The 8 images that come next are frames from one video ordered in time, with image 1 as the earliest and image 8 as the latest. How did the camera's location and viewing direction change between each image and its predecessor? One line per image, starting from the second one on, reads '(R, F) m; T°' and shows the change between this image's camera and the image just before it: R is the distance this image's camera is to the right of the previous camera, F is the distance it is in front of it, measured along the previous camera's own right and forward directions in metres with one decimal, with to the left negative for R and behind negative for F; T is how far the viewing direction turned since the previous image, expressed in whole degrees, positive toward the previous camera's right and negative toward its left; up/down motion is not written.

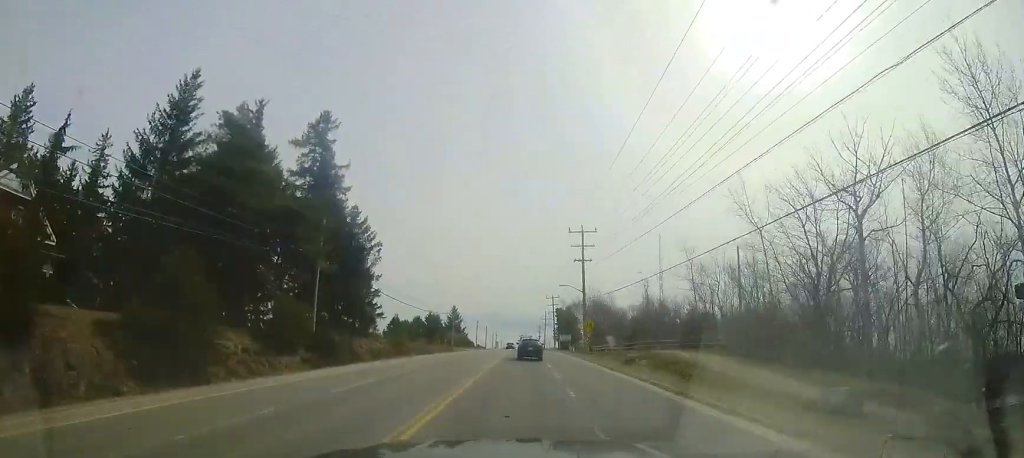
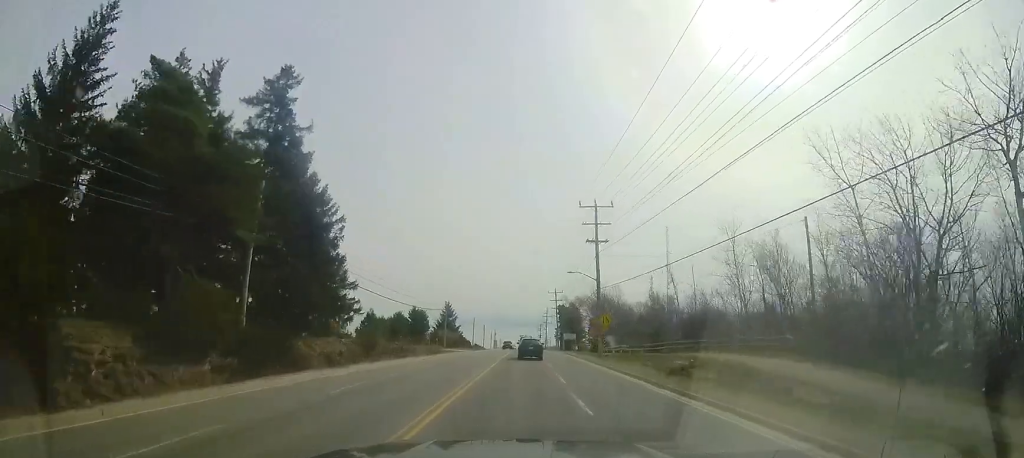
(0.0, +7.5) m; 0°
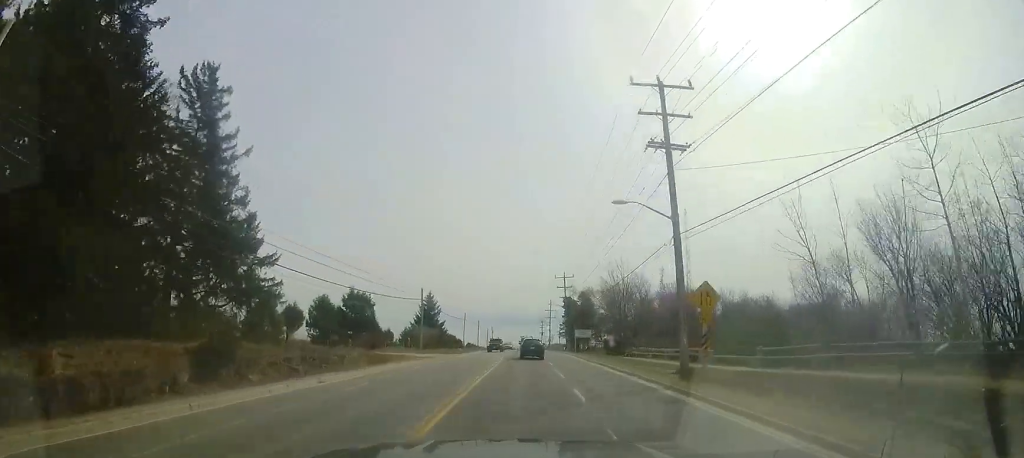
(0.0, +16.4) m; 0°
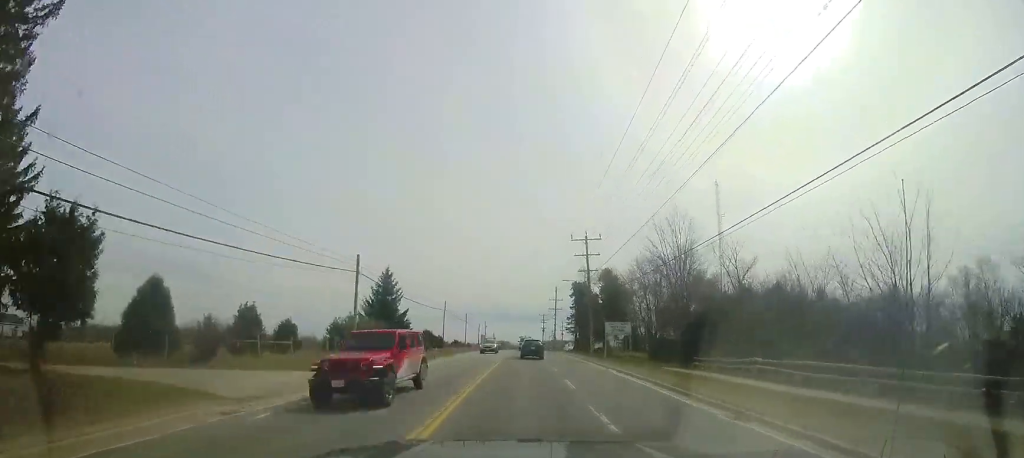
(+0.1, +21.2) m; 0°
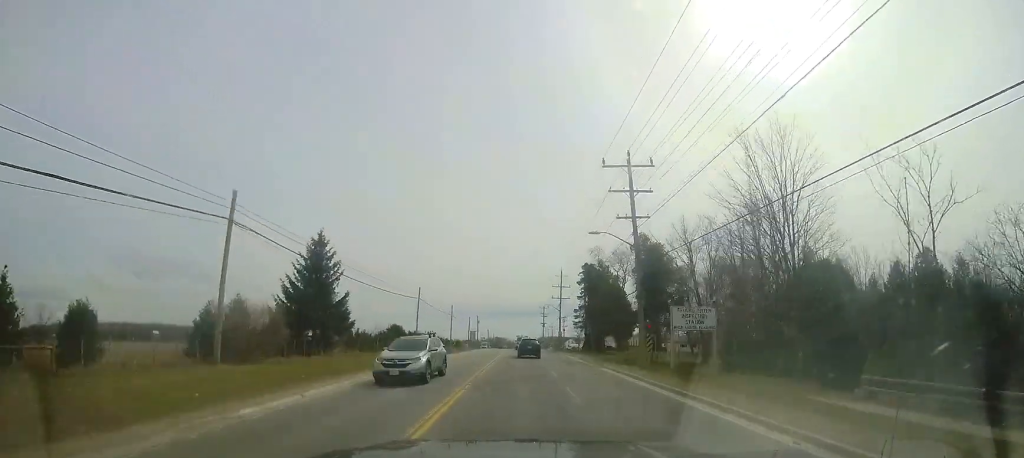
(0.0, +15.9) m; 0°
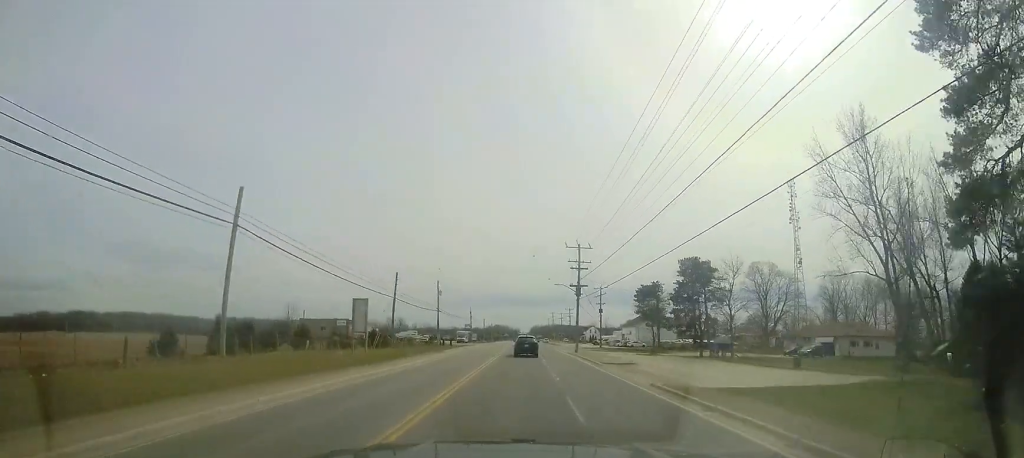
(+0.2, +62.6) m; 0°
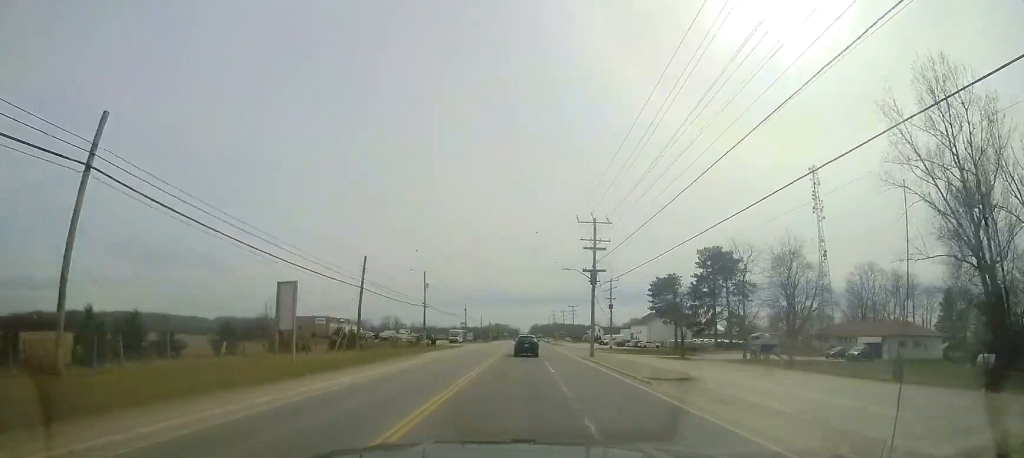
(0.0, +9.1) m; 0°
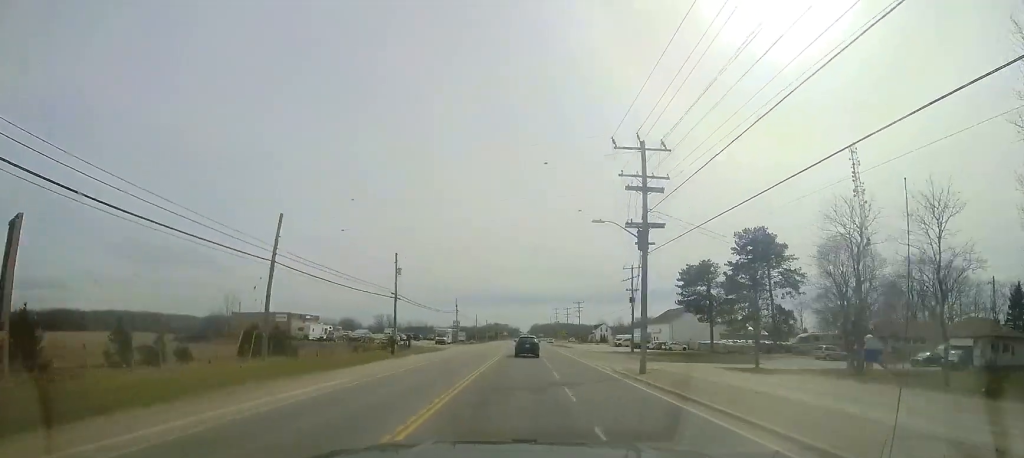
(-0.1, +13.4) m; 0°
